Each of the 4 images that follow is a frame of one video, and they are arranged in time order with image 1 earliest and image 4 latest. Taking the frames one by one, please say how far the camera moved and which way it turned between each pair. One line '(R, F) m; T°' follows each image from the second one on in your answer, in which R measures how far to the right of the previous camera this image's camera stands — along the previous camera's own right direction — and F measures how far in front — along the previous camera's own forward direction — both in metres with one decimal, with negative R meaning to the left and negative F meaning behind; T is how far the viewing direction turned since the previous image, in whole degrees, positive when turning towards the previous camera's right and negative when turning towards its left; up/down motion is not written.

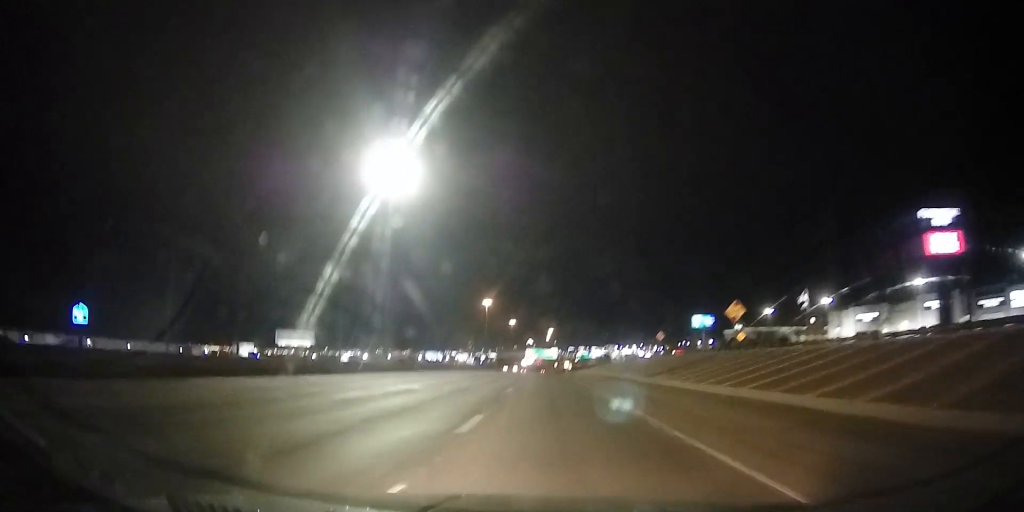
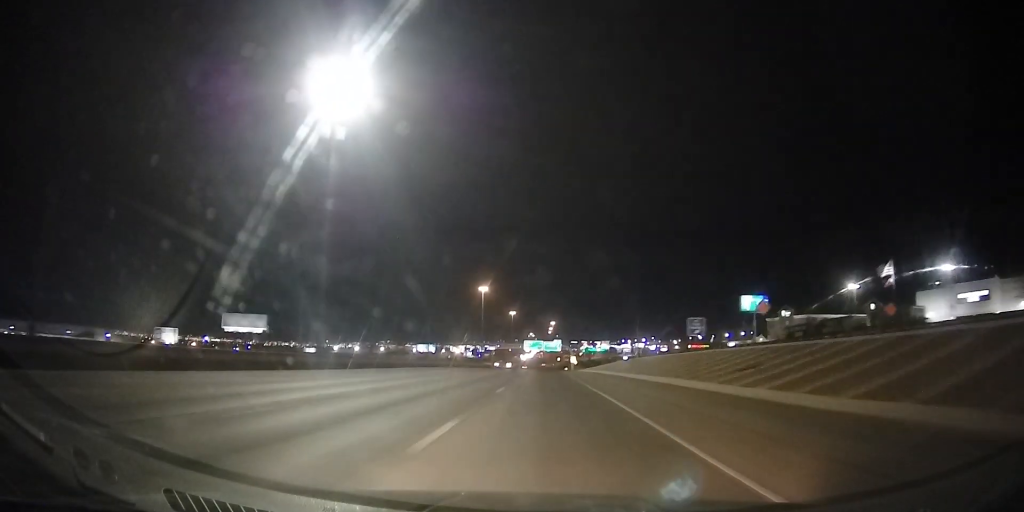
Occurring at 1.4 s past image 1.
(0.0, +39.6) m; 0°
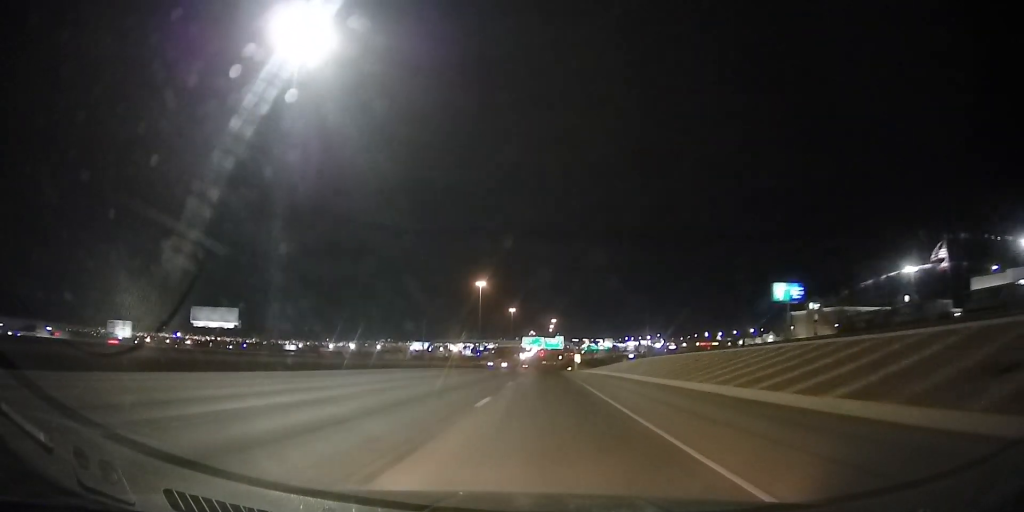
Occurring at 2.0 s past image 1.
(0.0, +17.8) m; 0°
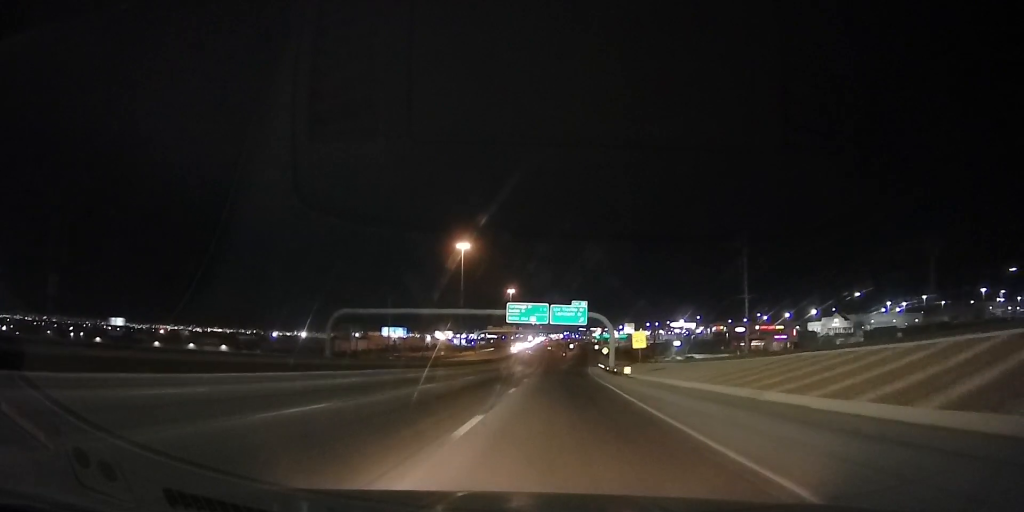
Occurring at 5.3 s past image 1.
(-0.1, +92.4) m; 0°
